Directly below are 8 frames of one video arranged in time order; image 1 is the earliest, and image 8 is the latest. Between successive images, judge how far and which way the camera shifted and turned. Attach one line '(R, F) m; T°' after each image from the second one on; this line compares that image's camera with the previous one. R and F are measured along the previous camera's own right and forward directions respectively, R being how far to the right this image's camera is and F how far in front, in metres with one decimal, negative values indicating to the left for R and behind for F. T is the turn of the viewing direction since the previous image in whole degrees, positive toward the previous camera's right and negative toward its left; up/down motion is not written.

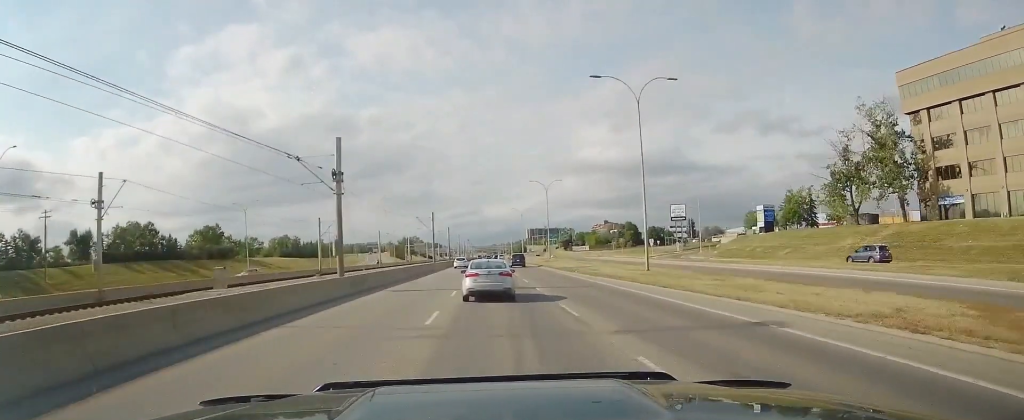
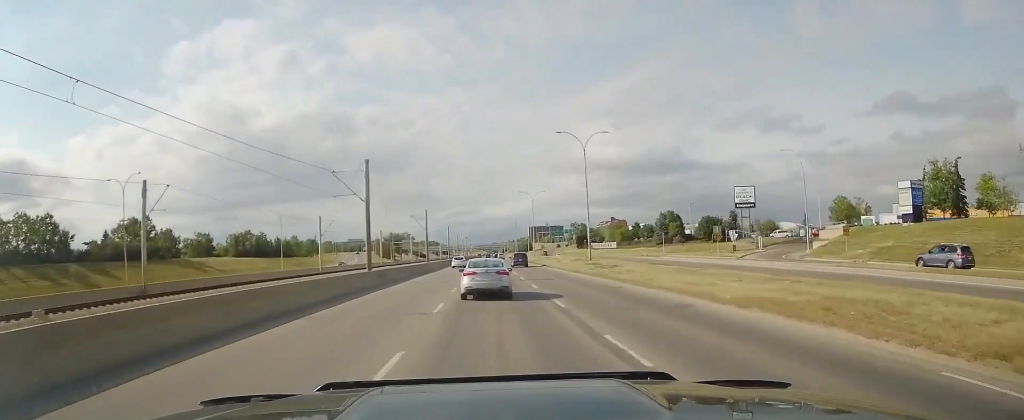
(-0.4, +43.4) m; -1°
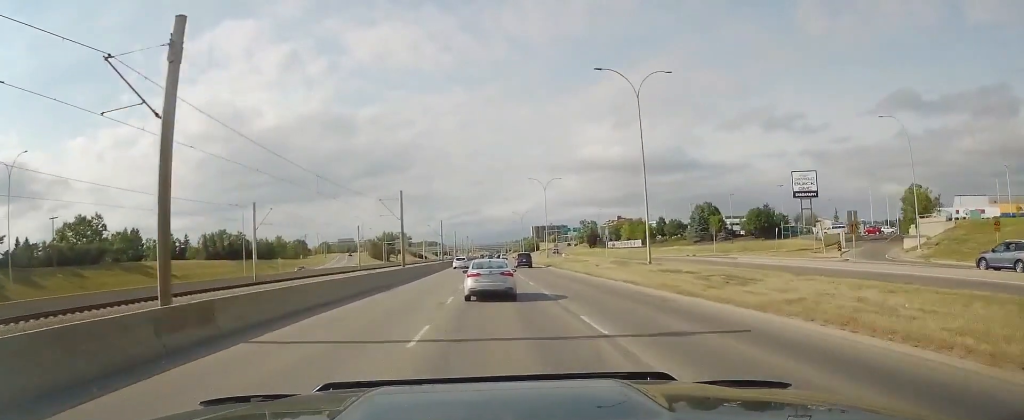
(-0.4, +23.4) m; 0°
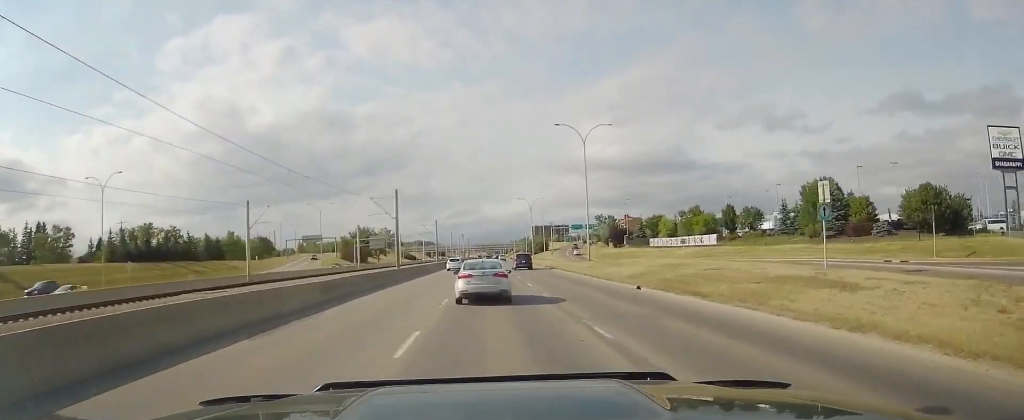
(+0.7, +45.4) m; 0°
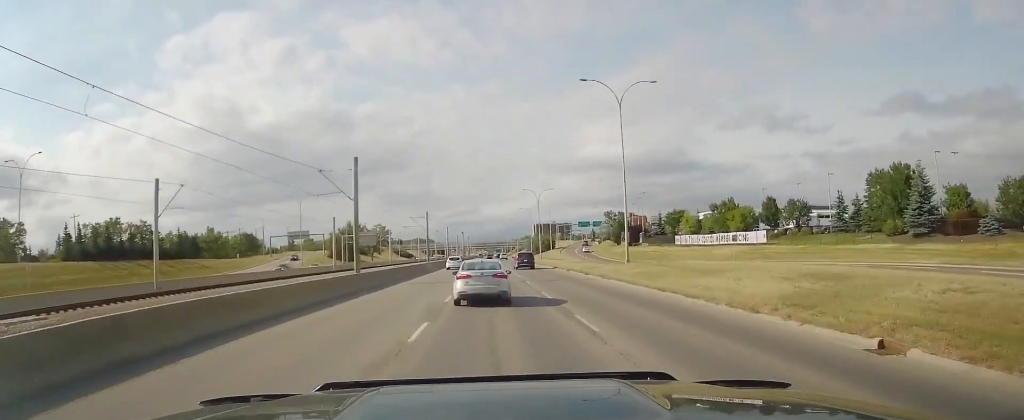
(-0.1, +17.0) m; 0°
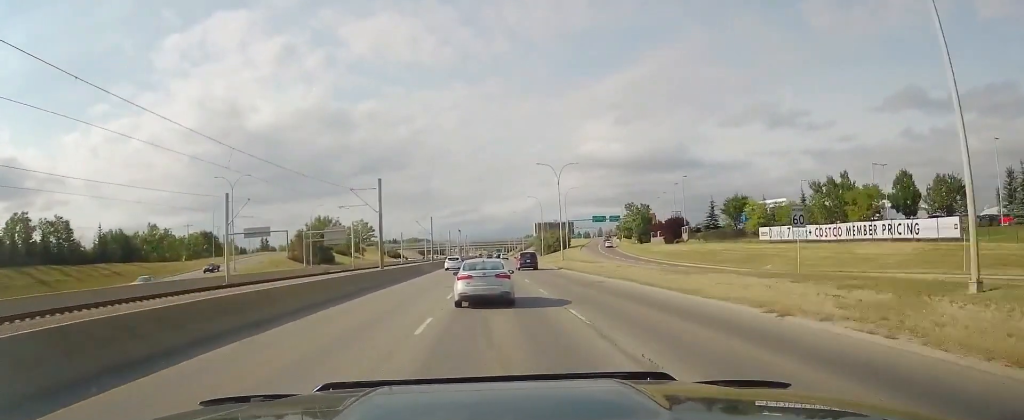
(+0.1, +34.7) m; +1°
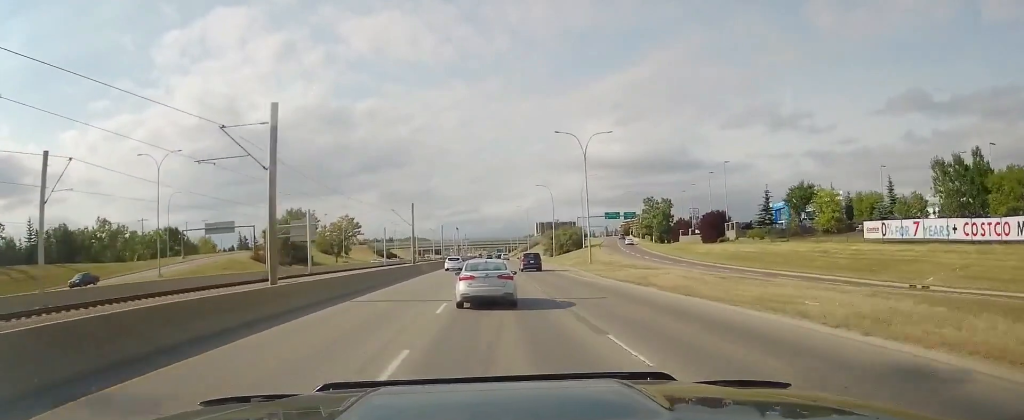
(+0.2, +23.2) m; 0°
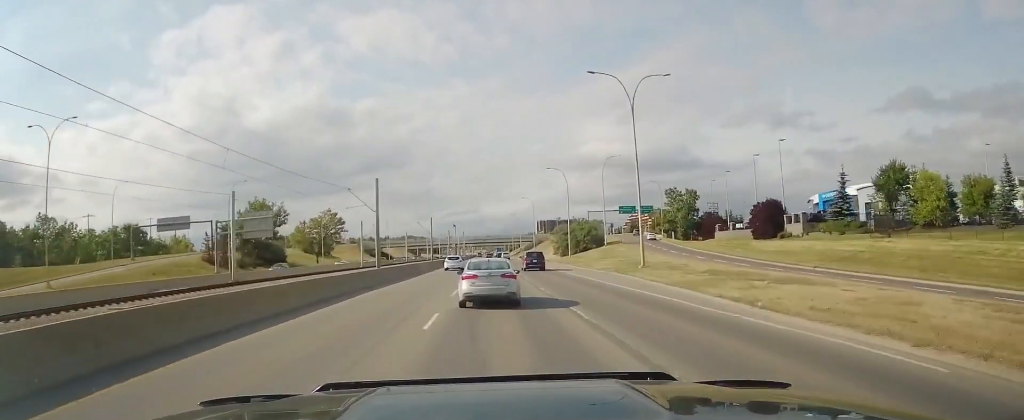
(-0.1, +22.0) m; 0°
